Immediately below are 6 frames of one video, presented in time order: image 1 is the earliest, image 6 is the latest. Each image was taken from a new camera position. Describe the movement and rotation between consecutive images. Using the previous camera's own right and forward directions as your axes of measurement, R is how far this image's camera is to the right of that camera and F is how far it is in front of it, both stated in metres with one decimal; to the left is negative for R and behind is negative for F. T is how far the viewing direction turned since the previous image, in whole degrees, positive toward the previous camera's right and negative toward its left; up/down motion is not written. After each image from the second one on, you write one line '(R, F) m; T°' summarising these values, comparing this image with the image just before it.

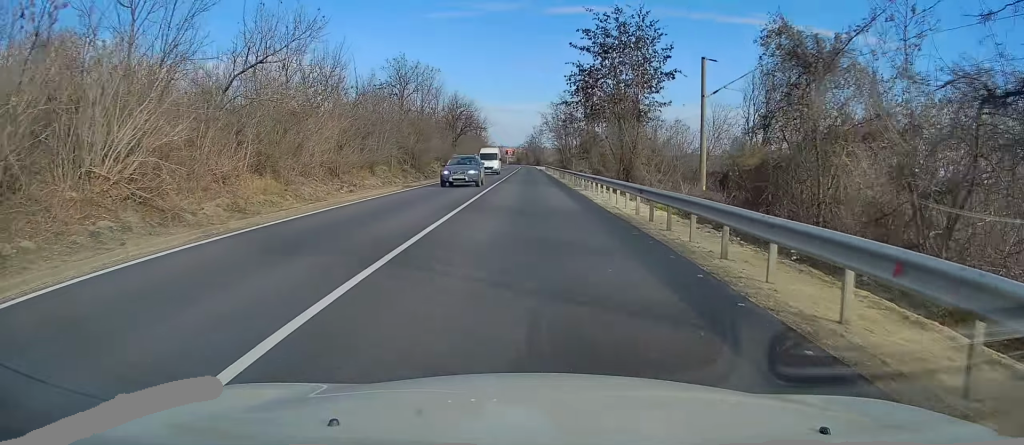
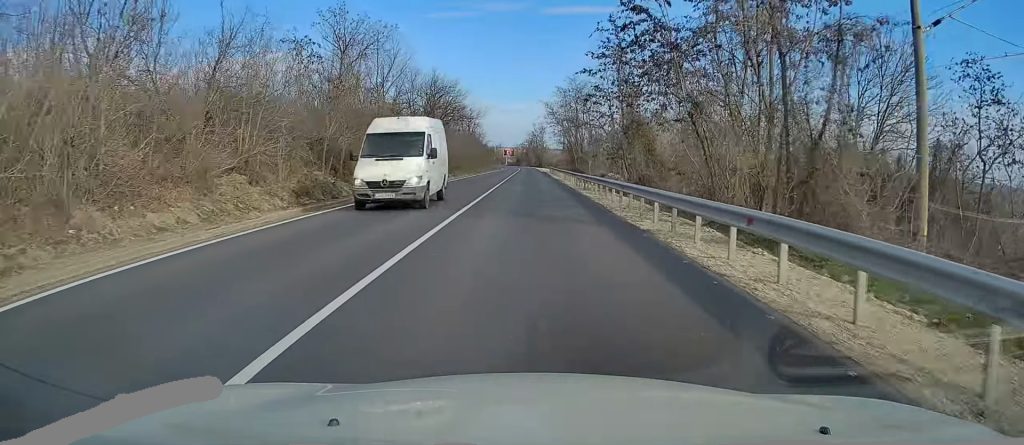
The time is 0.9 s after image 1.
(-0.1, +20.7) m; -1°
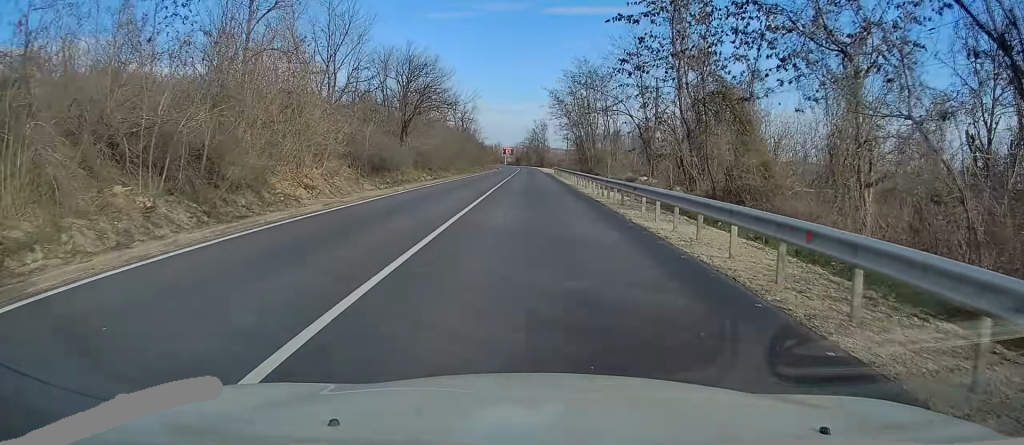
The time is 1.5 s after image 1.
(-0.1, +14.2) m; 0°
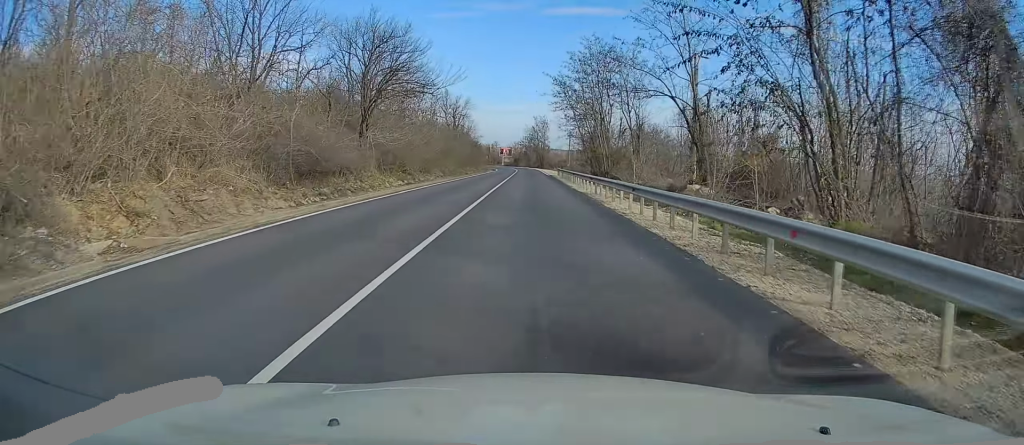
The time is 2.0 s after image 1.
(0.0, +11.7) m; 0°
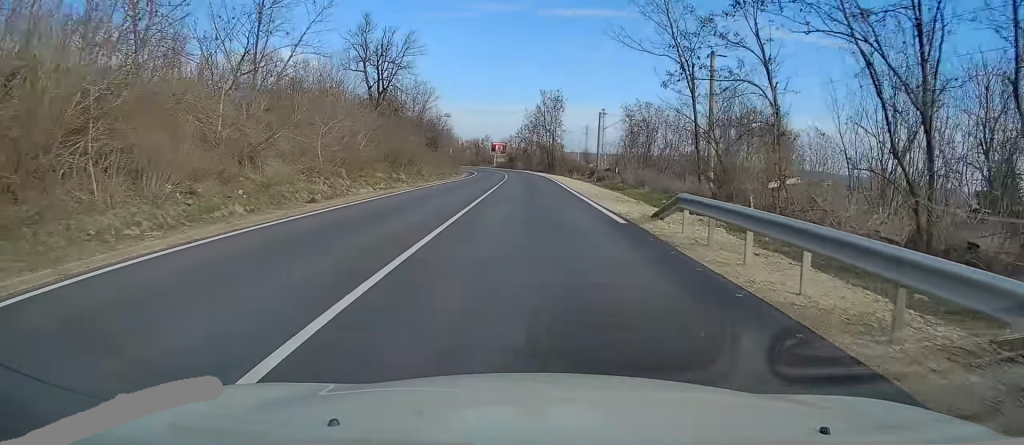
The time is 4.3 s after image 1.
(+0.5, +53.9) m; 0°
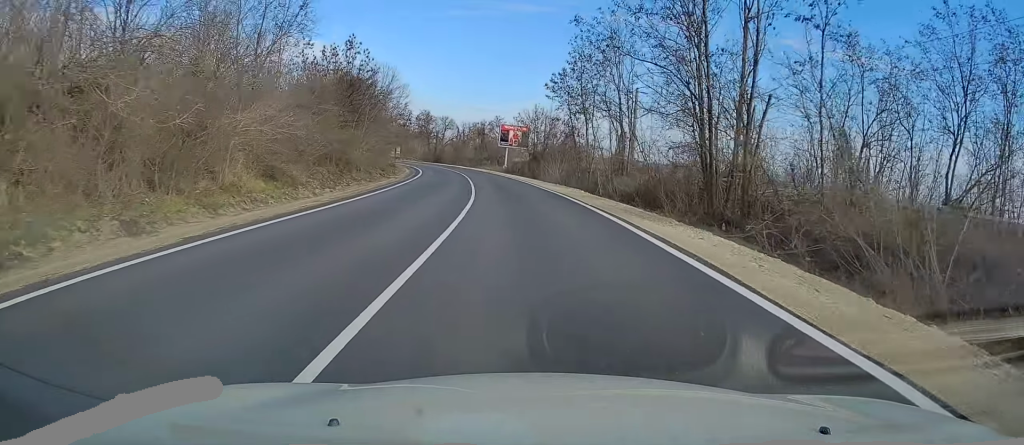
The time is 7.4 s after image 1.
(-1.9, +73.5) m; -4°
